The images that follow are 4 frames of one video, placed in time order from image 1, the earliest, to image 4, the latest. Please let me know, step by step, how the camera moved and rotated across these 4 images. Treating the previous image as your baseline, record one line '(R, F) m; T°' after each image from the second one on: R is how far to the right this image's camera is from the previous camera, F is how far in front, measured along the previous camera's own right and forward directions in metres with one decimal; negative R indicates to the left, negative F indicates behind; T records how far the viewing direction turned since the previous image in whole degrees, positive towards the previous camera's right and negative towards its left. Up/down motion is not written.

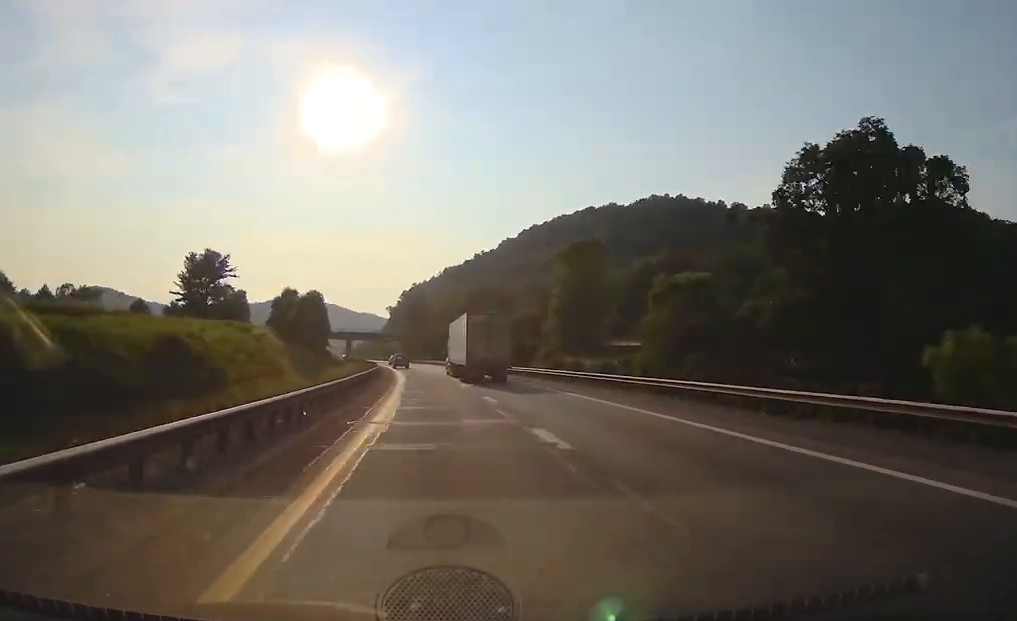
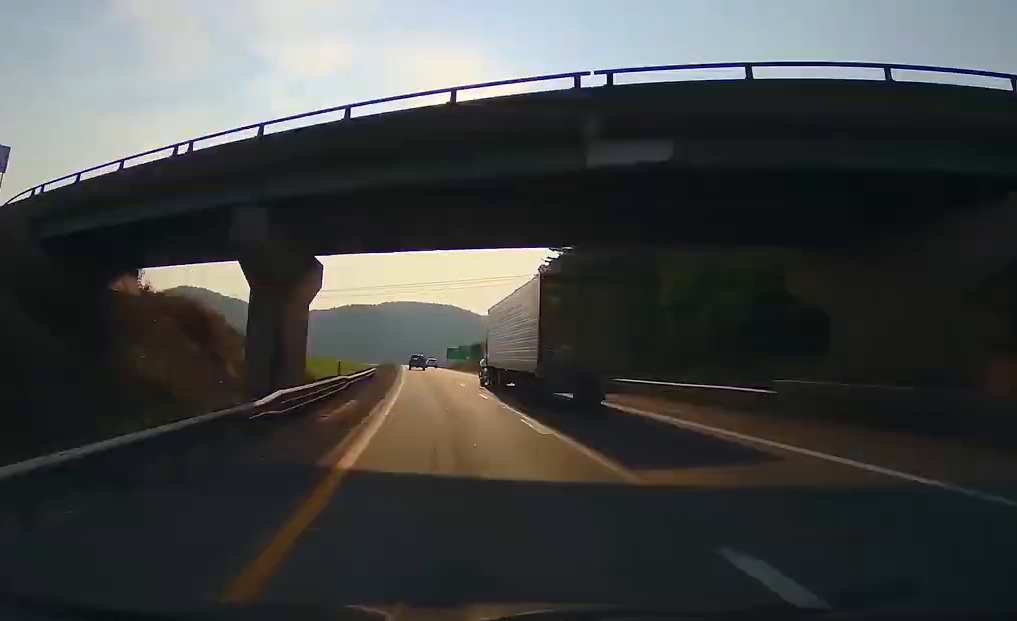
(-10.3, +133.0) m; -6°
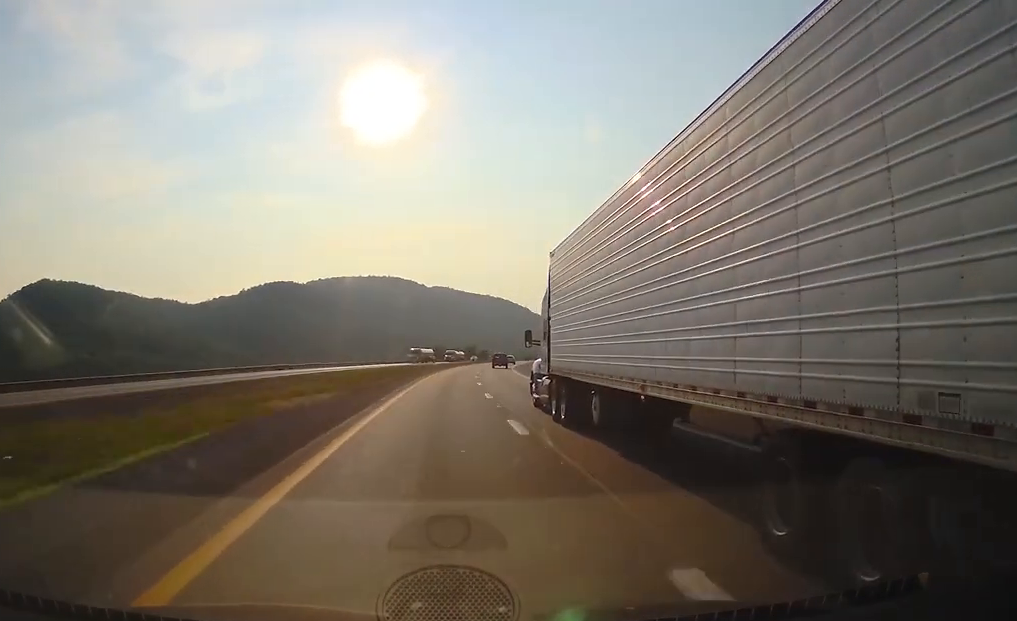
(+14.7, +331.8) m; +11°
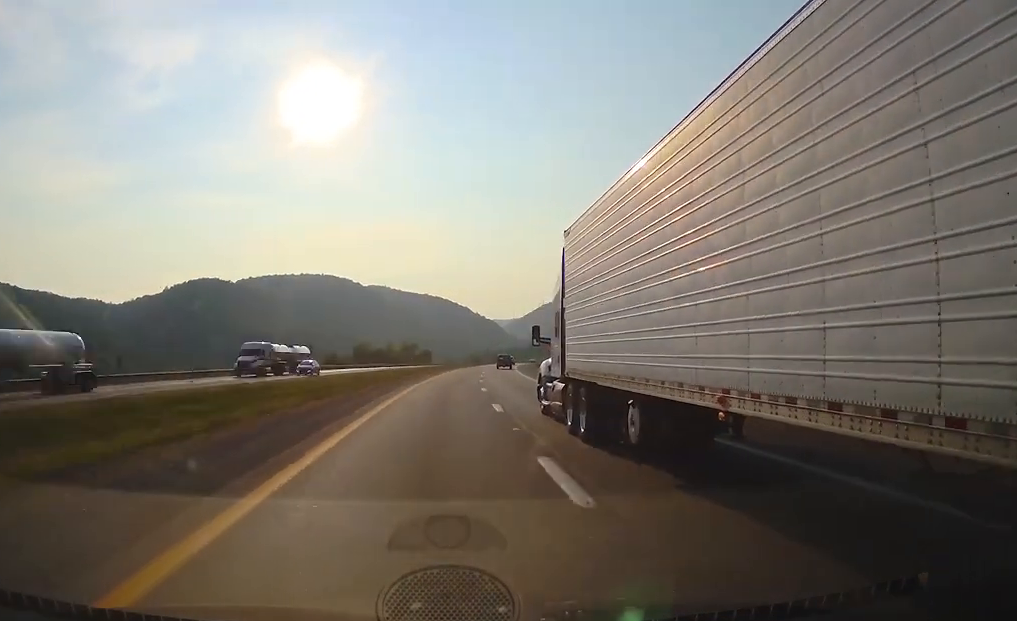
(+4.0, +84.8) m; +5°
